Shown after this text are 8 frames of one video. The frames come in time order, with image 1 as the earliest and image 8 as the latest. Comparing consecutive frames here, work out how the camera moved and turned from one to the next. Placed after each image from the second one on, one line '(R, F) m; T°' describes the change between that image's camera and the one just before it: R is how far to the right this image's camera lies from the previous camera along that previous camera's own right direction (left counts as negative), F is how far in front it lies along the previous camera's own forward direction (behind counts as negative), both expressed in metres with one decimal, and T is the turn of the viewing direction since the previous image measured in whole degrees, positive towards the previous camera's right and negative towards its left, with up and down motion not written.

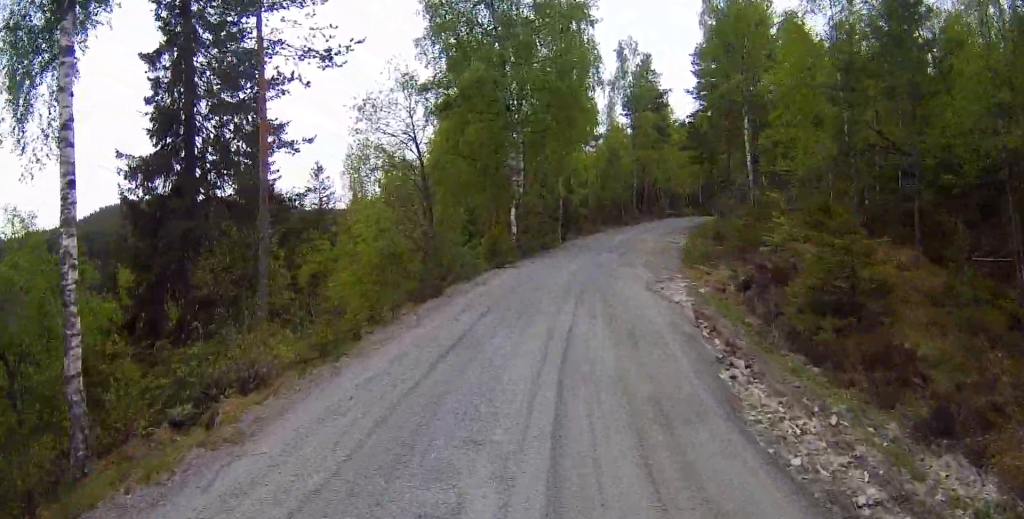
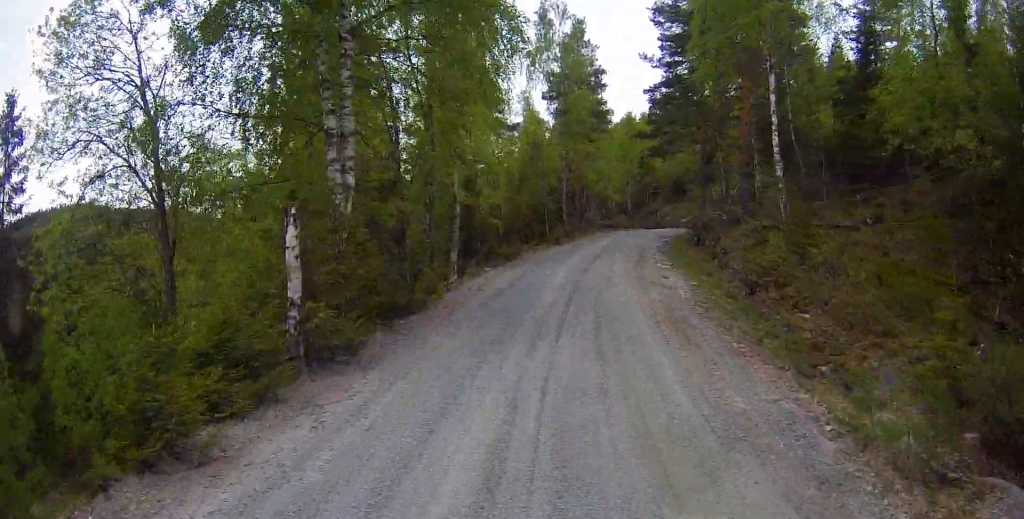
(+1.0, +15.1) m; +8°
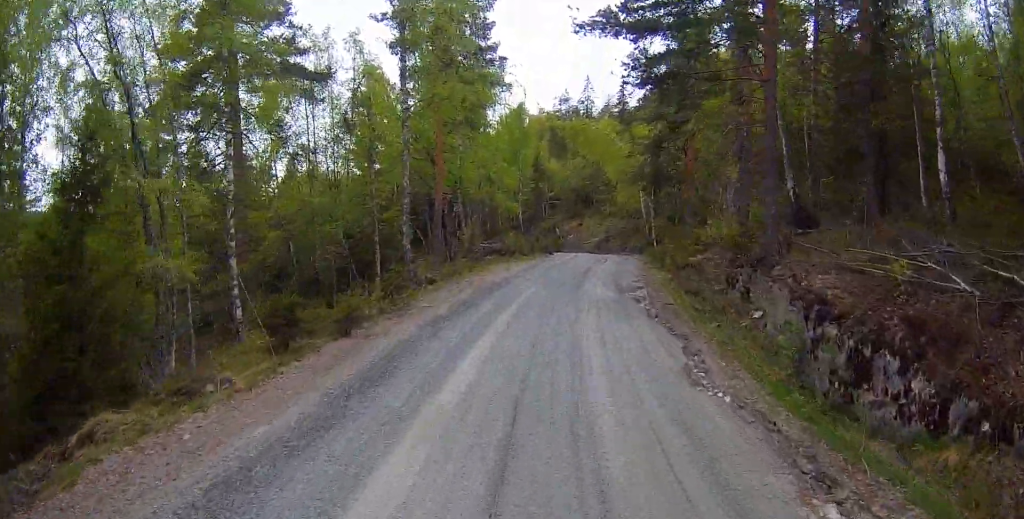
(+2.4, +23.7) m; +10°
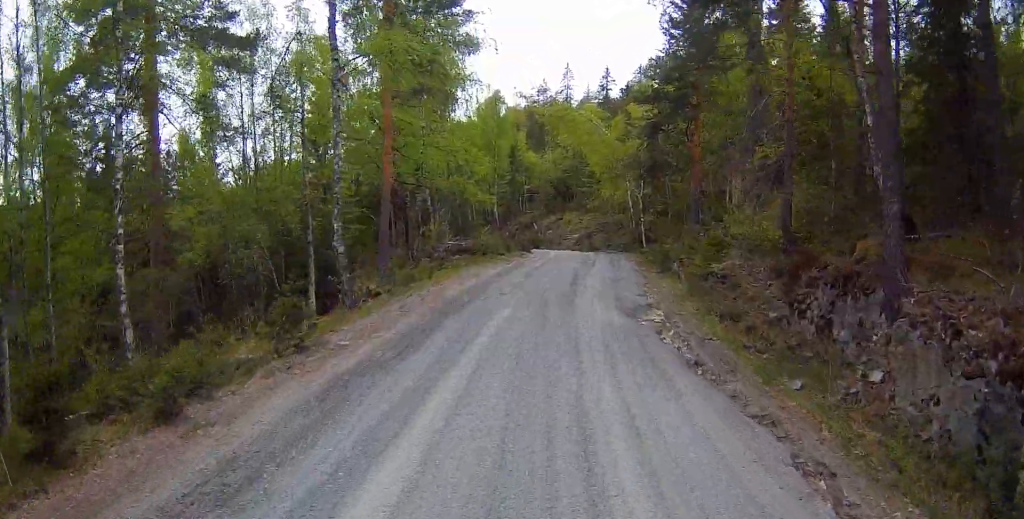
(+0.1, +5.5) m; +2°
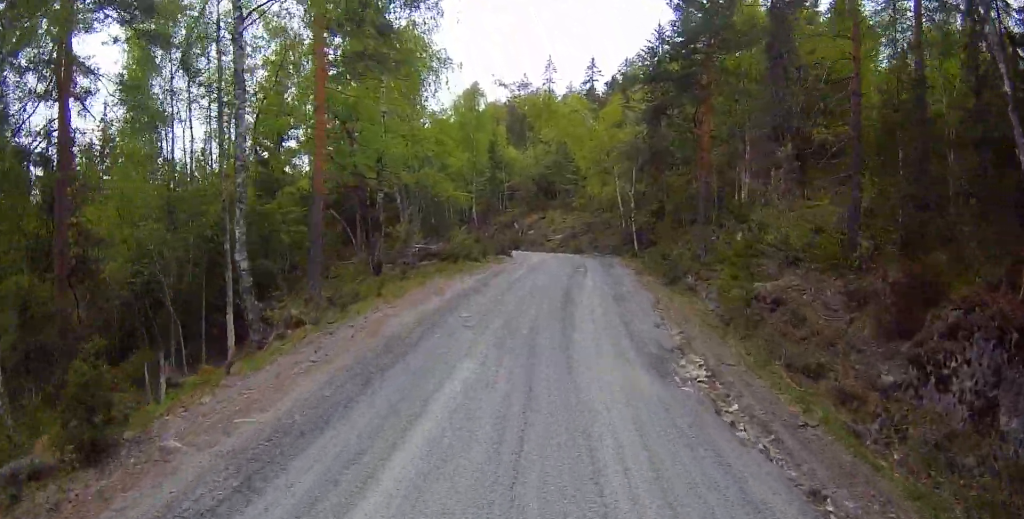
(+0.2, +4.8) m; +1°
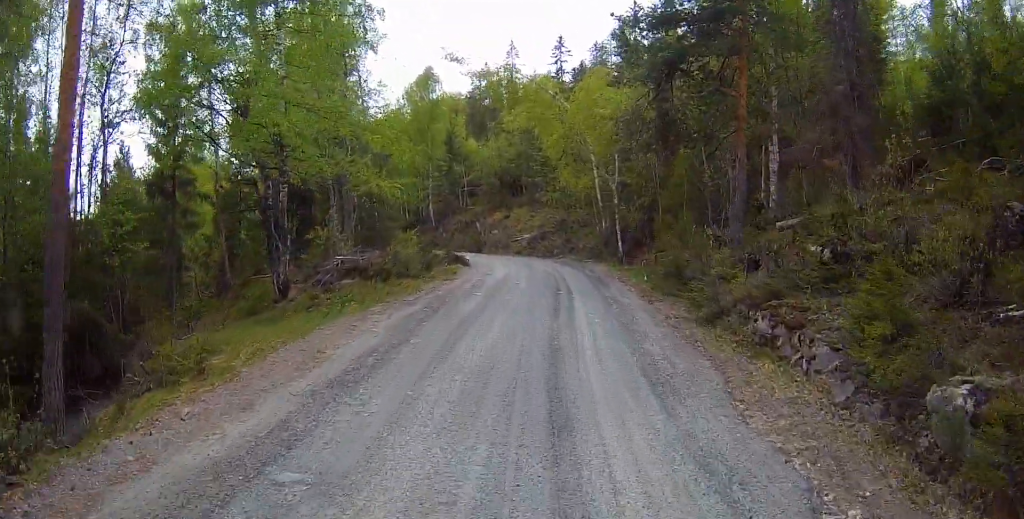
(+0.1, +8.1) m; +2°
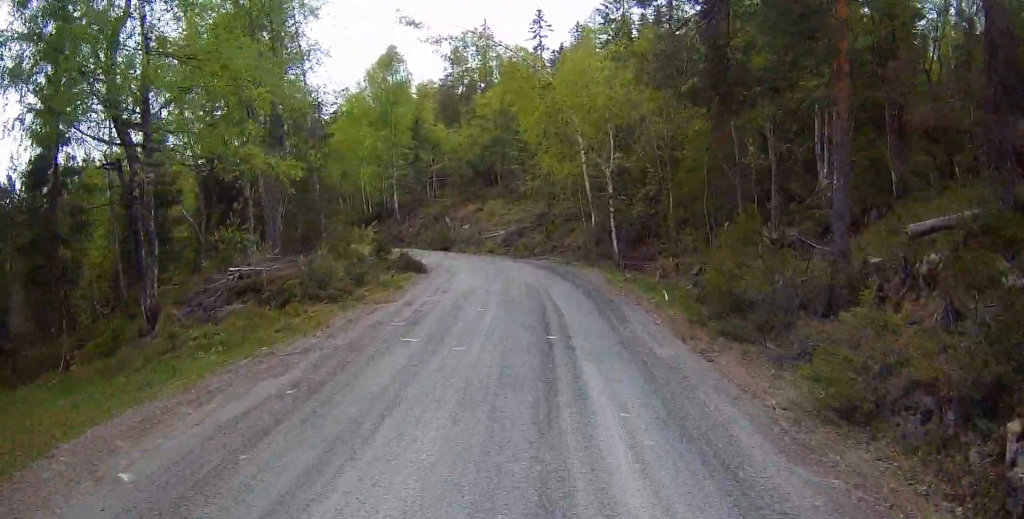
(0.0, +7.1) m; +2°
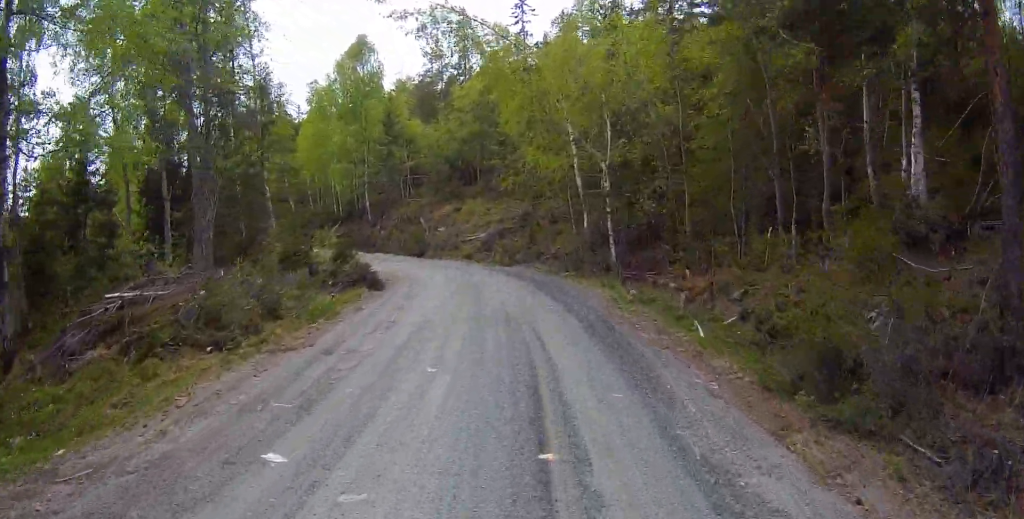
(+0.3, +4.9) m; +1°
